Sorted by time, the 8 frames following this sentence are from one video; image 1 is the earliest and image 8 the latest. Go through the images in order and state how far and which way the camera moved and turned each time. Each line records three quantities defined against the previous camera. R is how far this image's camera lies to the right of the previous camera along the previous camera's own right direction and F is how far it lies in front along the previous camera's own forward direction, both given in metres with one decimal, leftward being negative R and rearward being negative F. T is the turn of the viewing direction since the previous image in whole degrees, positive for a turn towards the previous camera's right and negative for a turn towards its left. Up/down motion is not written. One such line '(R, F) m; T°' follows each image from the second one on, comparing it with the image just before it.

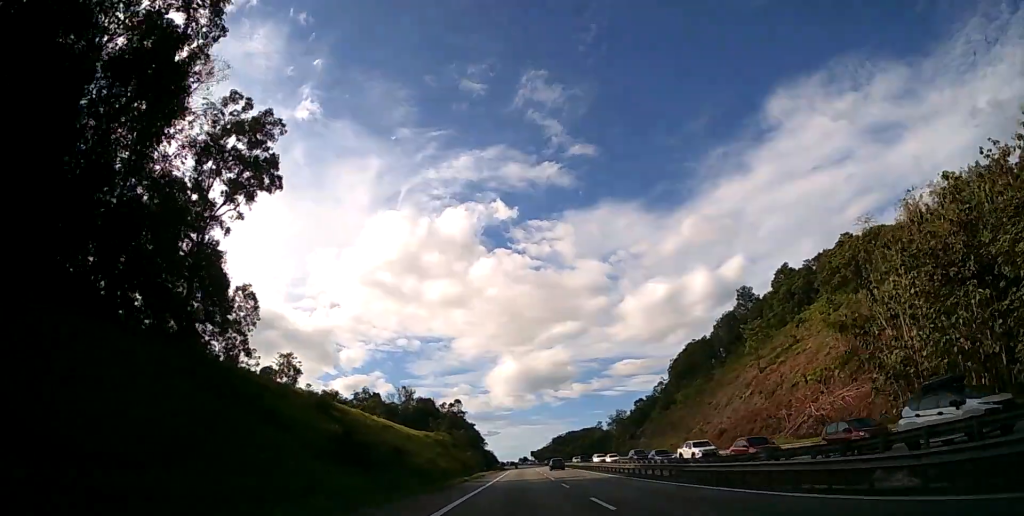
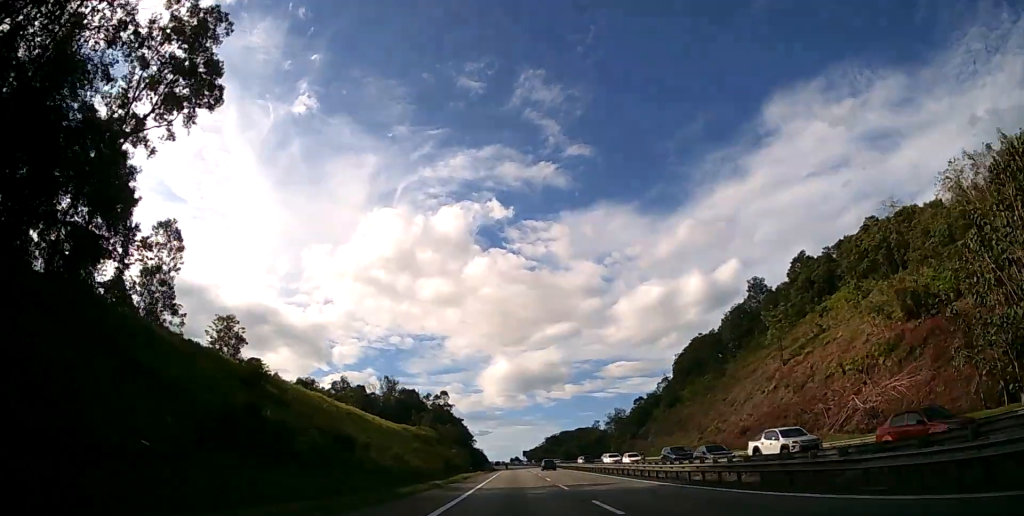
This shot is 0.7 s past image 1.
(+0.1, +13.3) m; +1°
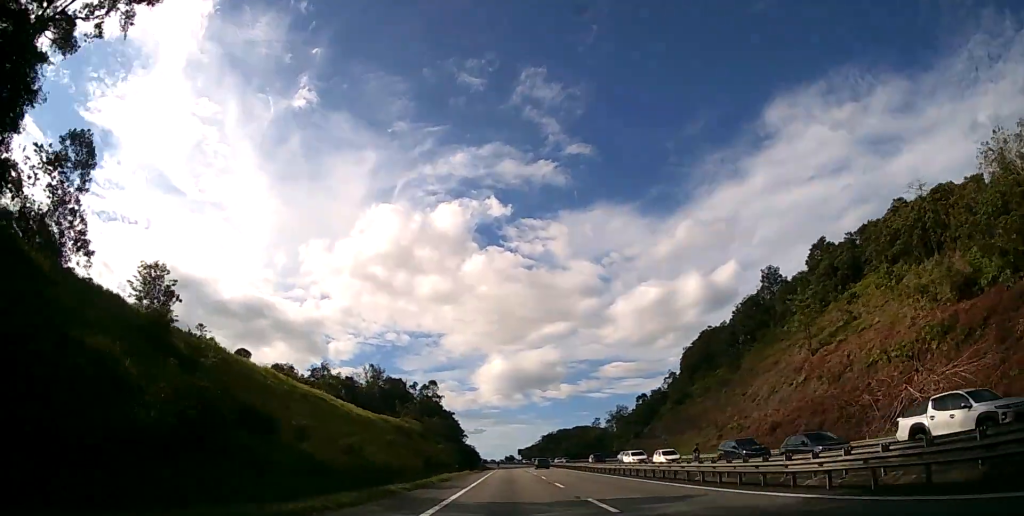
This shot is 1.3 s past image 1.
(+0.1, +11.8) m; +1°
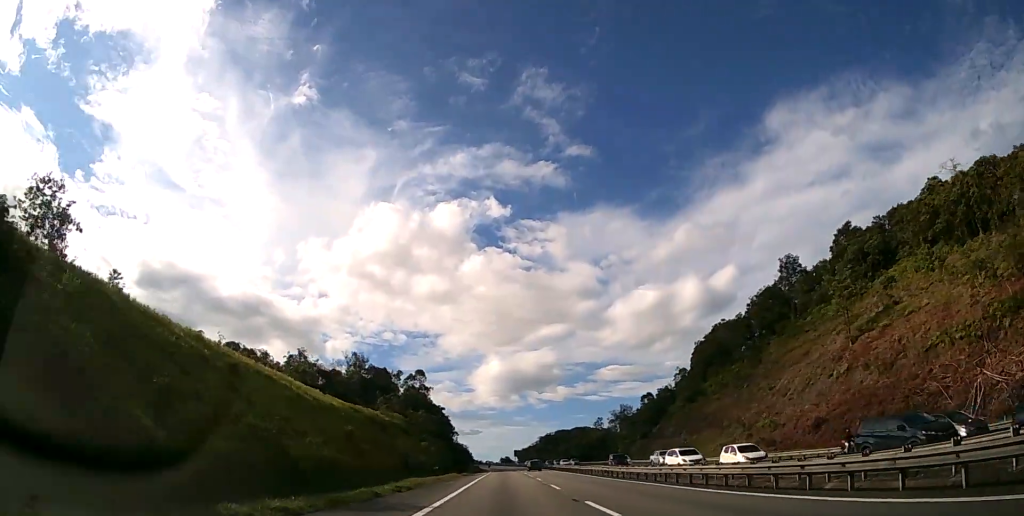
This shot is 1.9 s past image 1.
(+0.1, +12.8) m; +1°
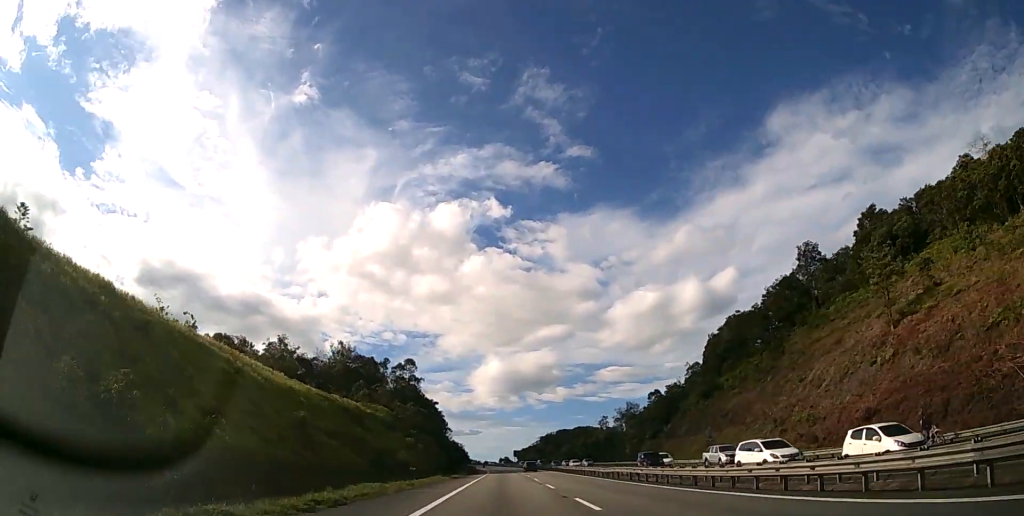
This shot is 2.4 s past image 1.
(+0.1, +10.4) m; 0°
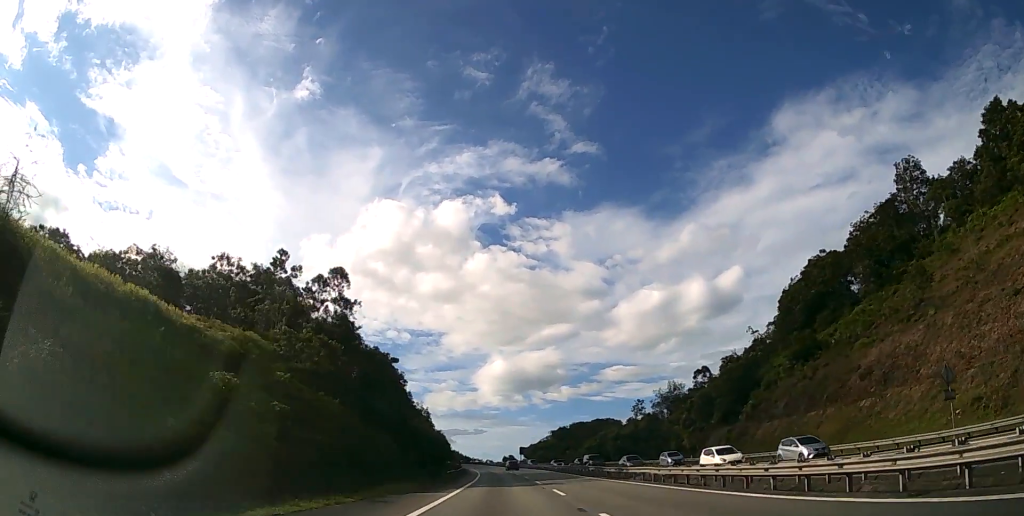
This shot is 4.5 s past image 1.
(+0.1, +41.5) m; 0°
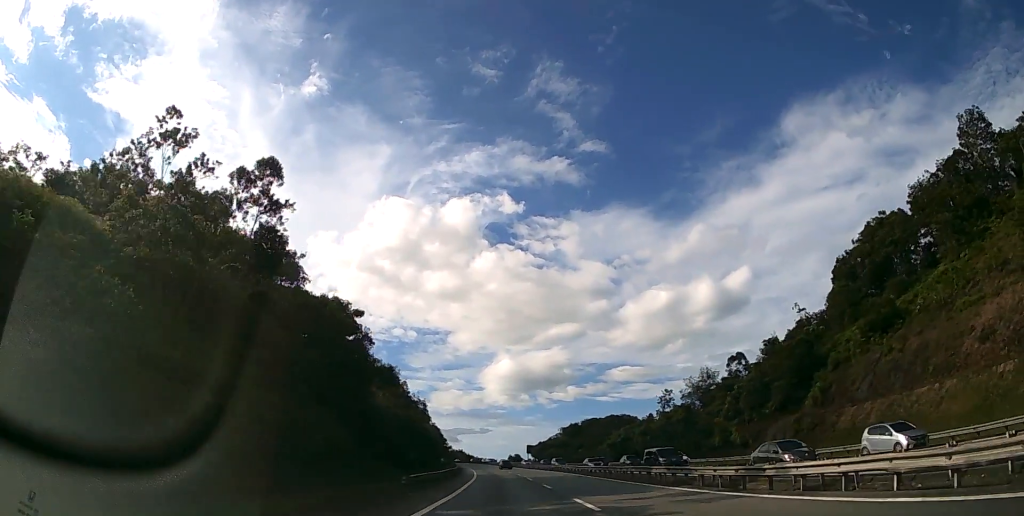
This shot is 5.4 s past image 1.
(0.0, +18.6) m; 0°
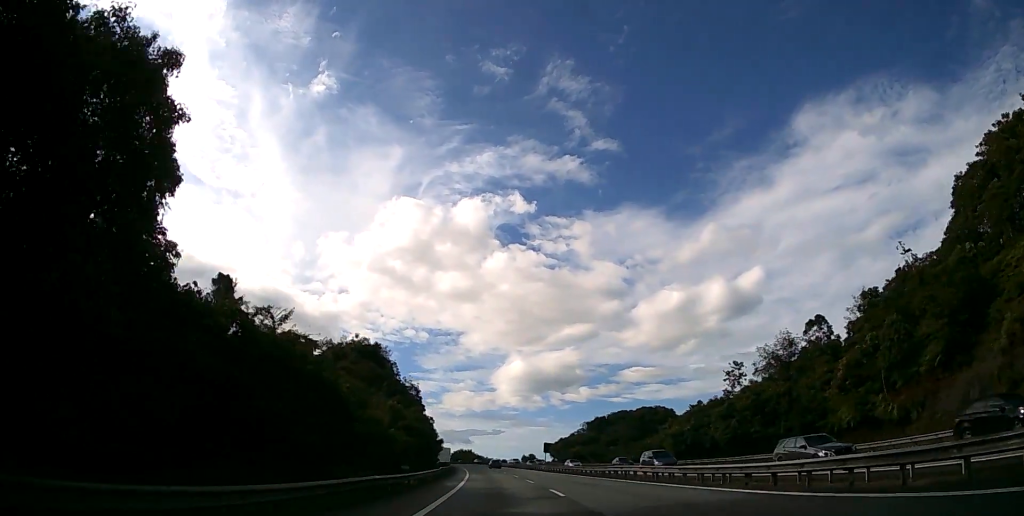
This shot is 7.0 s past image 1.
(-0.3, +31.0) m; -1°
